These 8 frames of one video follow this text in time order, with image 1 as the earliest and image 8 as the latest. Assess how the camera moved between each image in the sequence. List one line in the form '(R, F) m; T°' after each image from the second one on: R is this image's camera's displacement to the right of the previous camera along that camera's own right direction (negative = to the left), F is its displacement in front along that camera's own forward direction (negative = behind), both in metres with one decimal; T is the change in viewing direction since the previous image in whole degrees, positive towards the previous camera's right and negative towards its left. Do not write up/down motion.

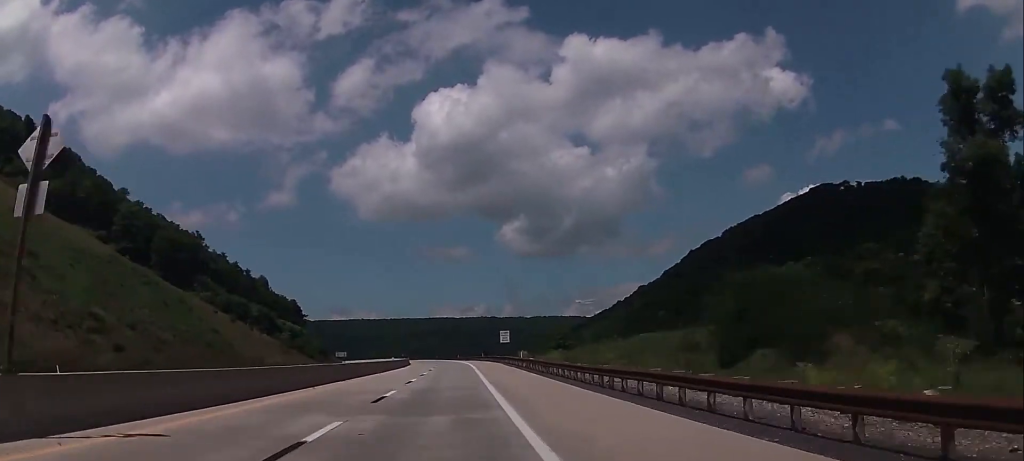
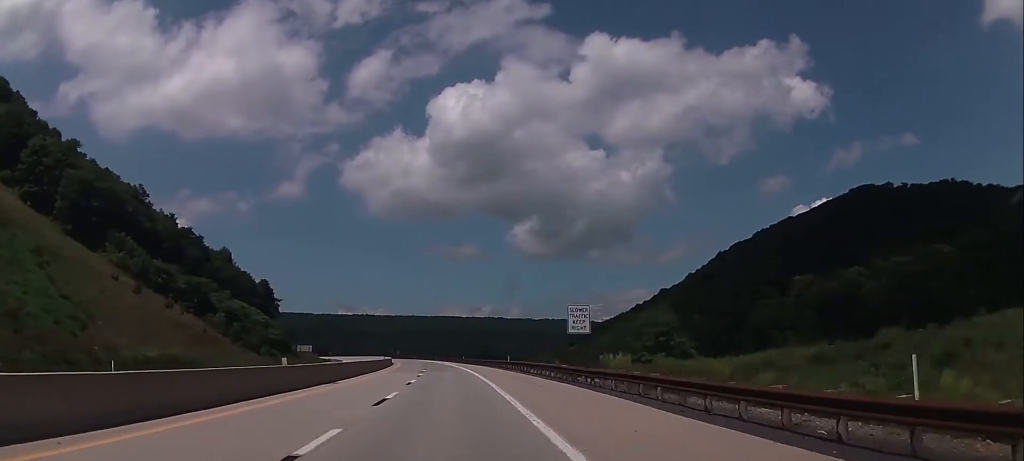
(0.0, +50.4) m; -1°
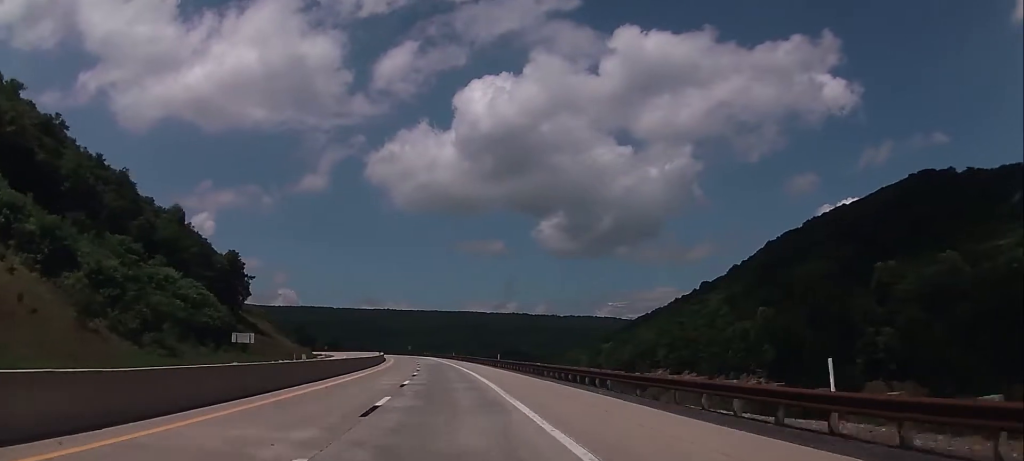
(-0.8, +52.5) m; -2°
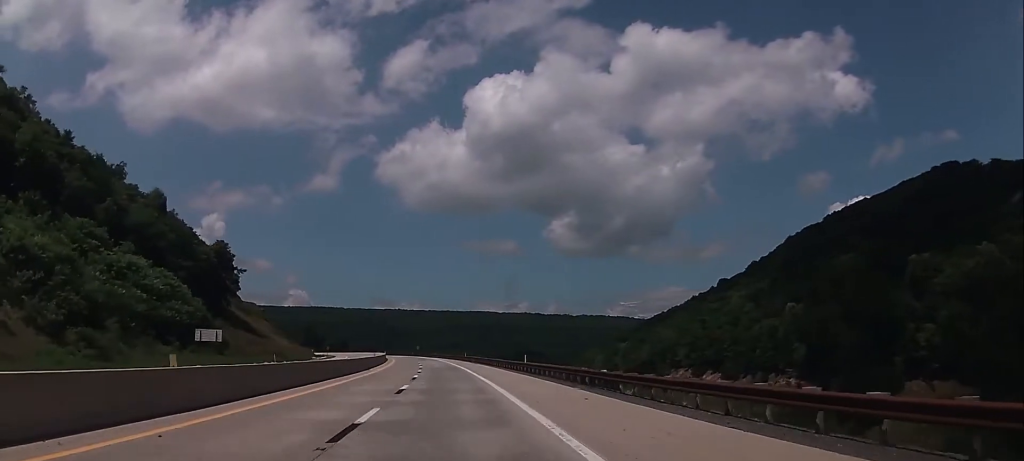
(-0.1, +16.4) m; -1°
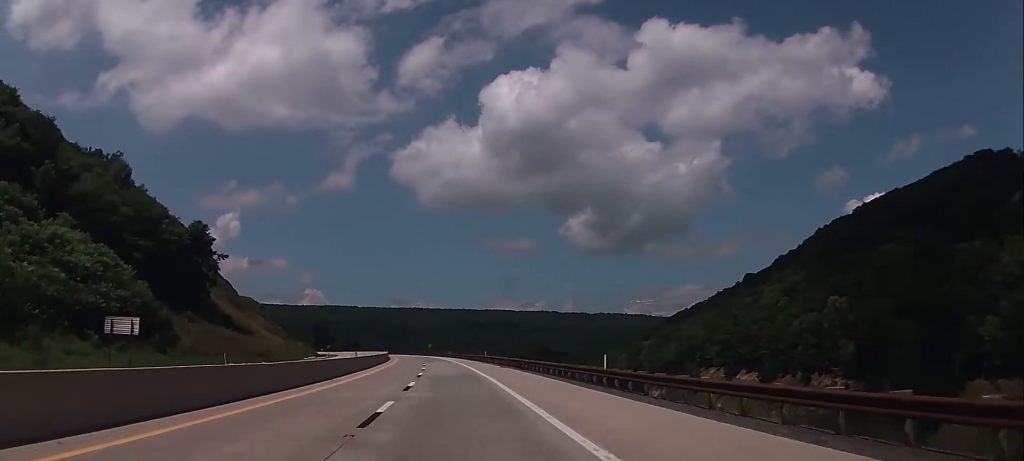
(-0.1, +22.9) m; -1°
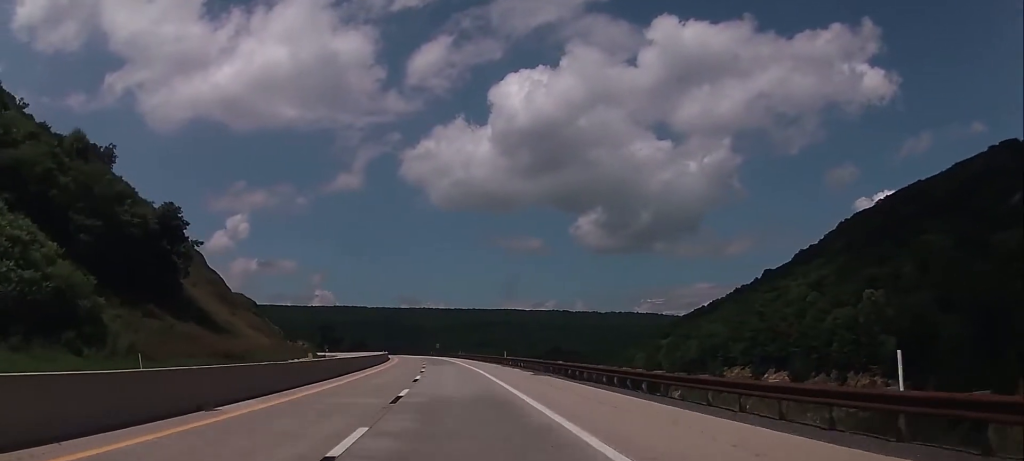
(-0.1, +18.6) m; -1°
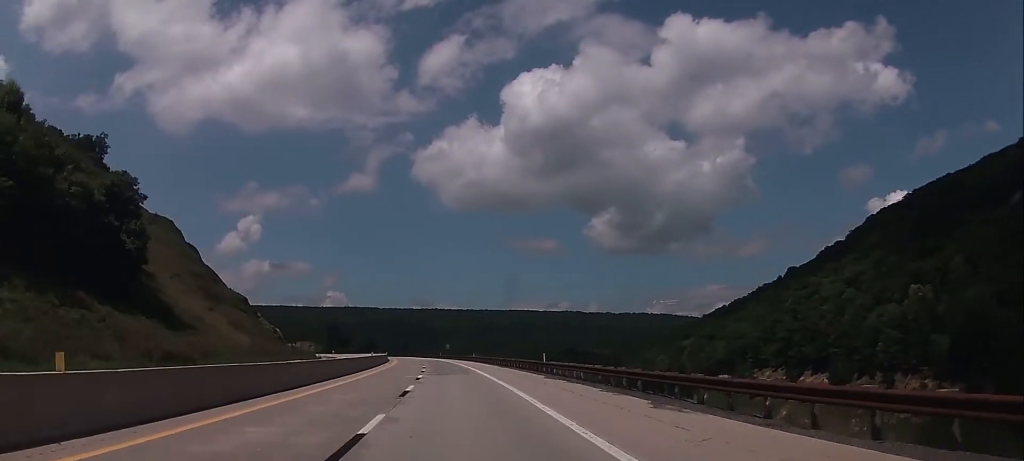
(-0.3, +21.8) m; -1°
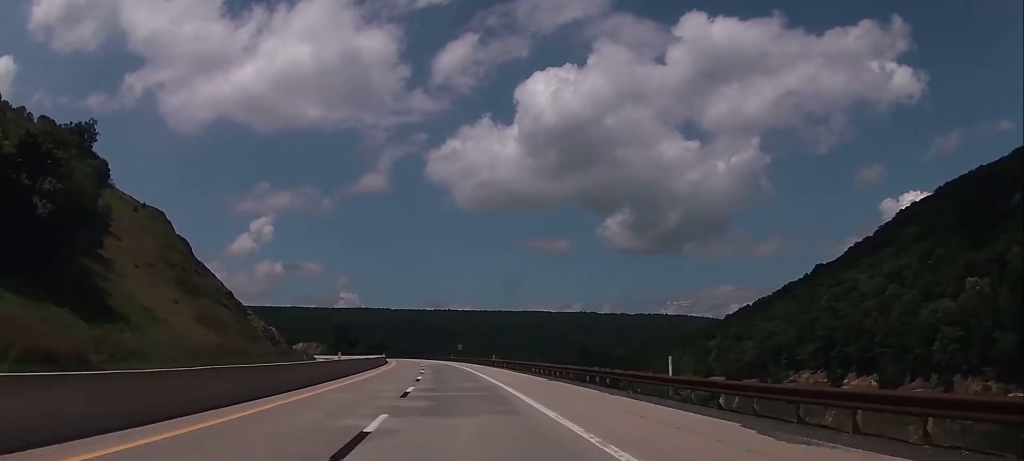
(-0.6, +24.0) m; -1°
